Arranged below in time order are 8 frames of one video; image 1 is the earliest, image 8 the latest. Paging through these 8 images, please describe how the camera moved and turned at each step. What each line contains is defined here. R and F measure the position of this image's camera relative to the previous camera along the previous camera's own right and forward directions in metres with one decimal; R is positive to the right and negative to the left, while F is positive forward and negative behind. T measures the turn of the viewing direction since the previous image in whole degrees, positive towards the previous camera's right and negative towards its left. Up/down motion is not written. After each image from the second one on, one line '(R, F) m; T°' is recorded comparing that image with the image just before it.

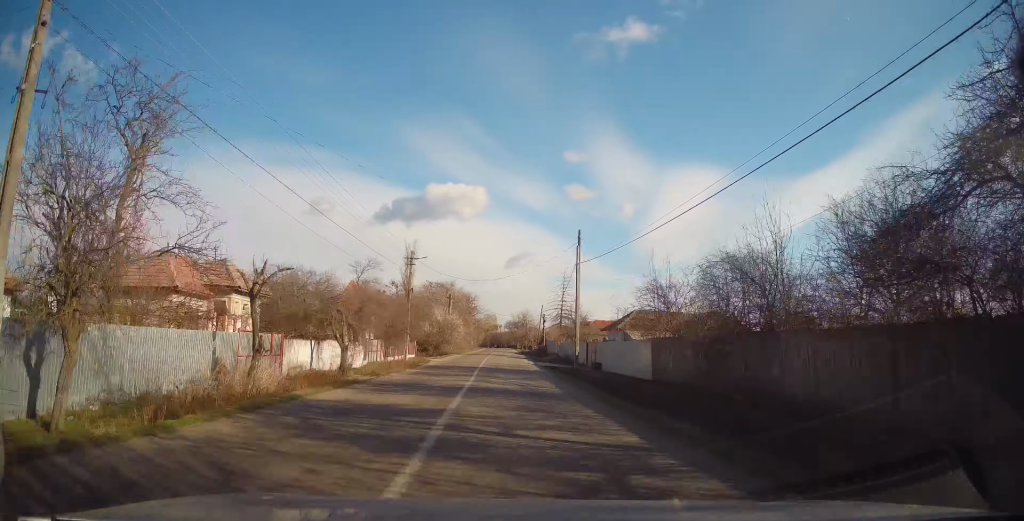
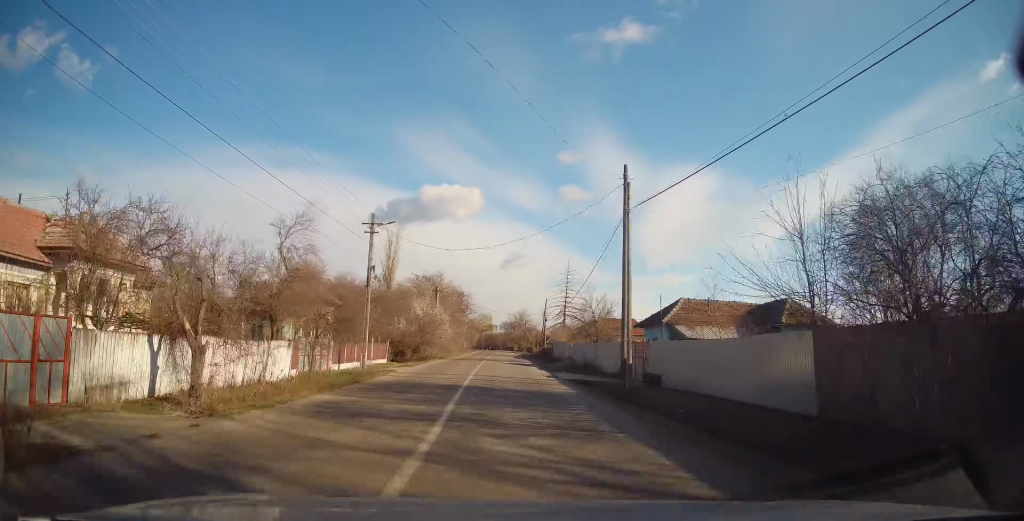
(0.0, +11.9) m; 0°
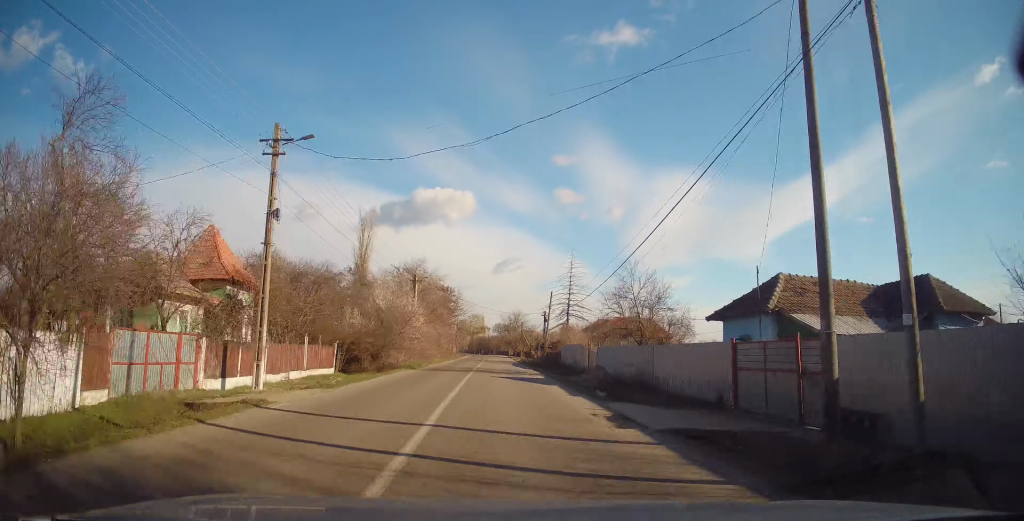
(-0.2, +12.4) m; -1°
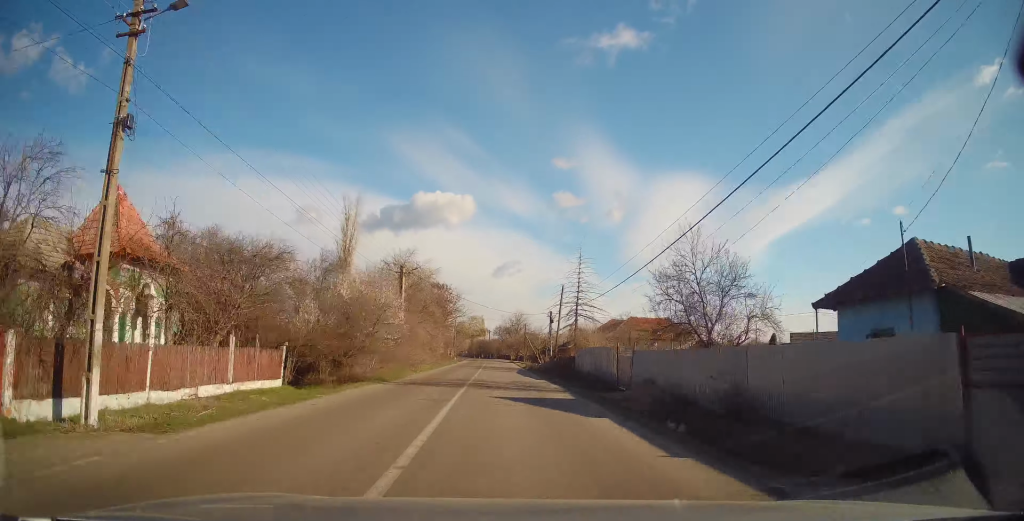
(-0.1, +8.0) m; +1°
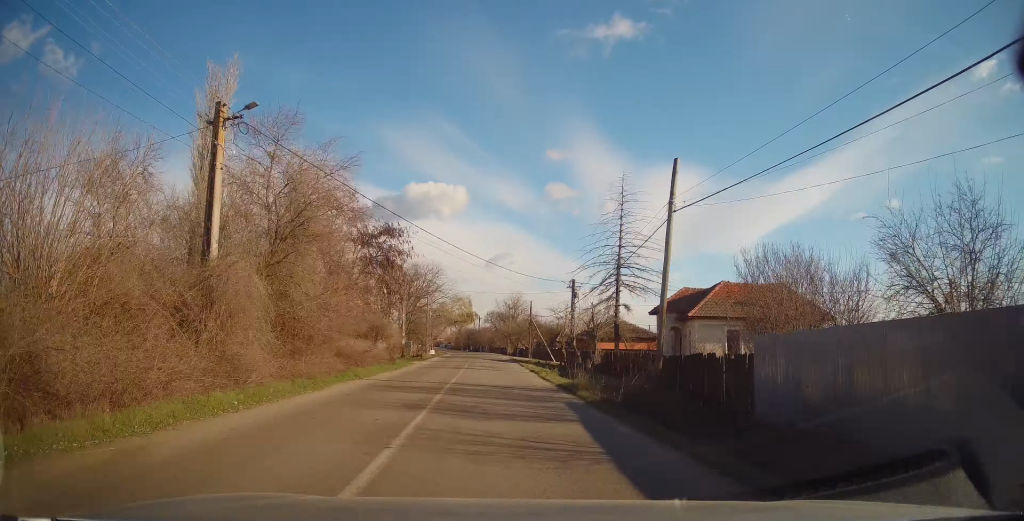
(+0.9, +28.0) m; +3°
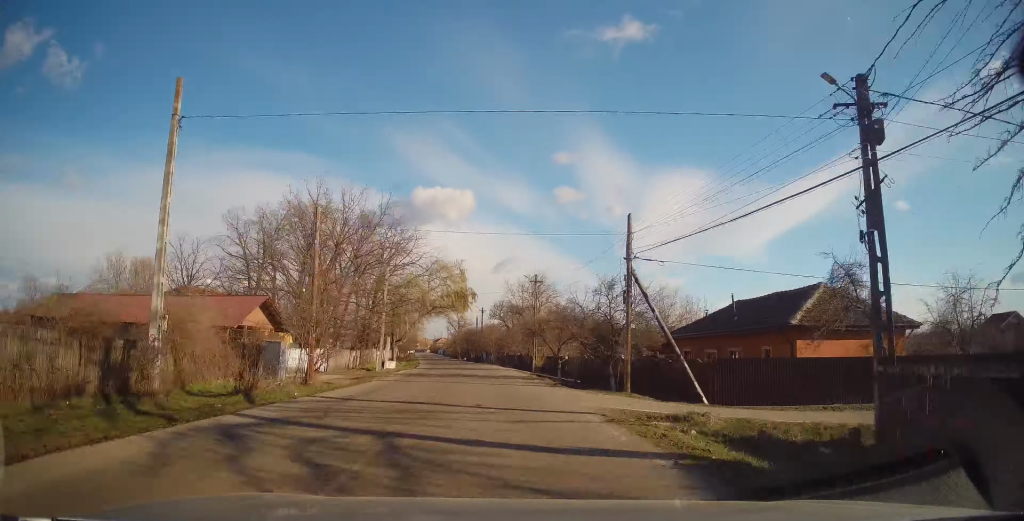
(-1.0, +40.2) m; -2°
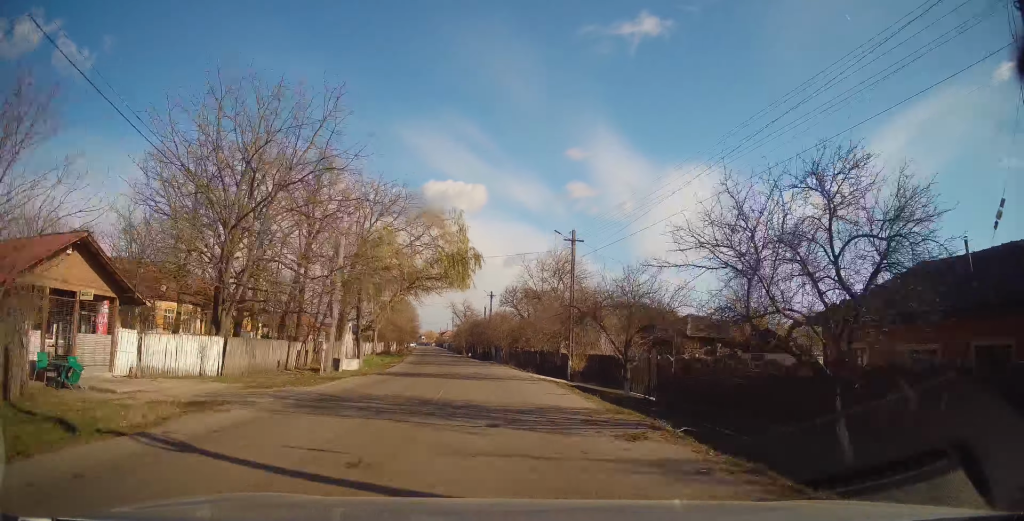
(+0.4, +16.2) m; 0°
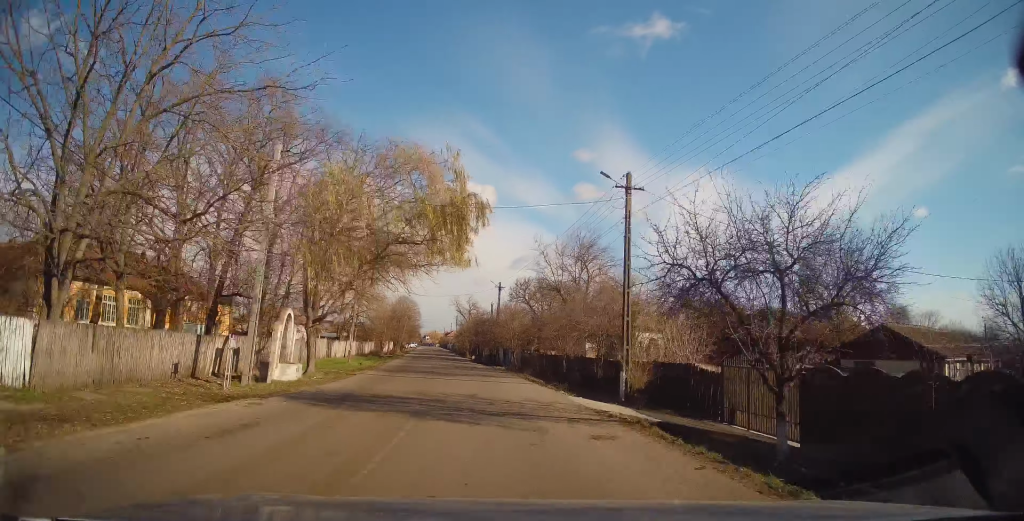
(-0.2, +10.6) m; -2°
